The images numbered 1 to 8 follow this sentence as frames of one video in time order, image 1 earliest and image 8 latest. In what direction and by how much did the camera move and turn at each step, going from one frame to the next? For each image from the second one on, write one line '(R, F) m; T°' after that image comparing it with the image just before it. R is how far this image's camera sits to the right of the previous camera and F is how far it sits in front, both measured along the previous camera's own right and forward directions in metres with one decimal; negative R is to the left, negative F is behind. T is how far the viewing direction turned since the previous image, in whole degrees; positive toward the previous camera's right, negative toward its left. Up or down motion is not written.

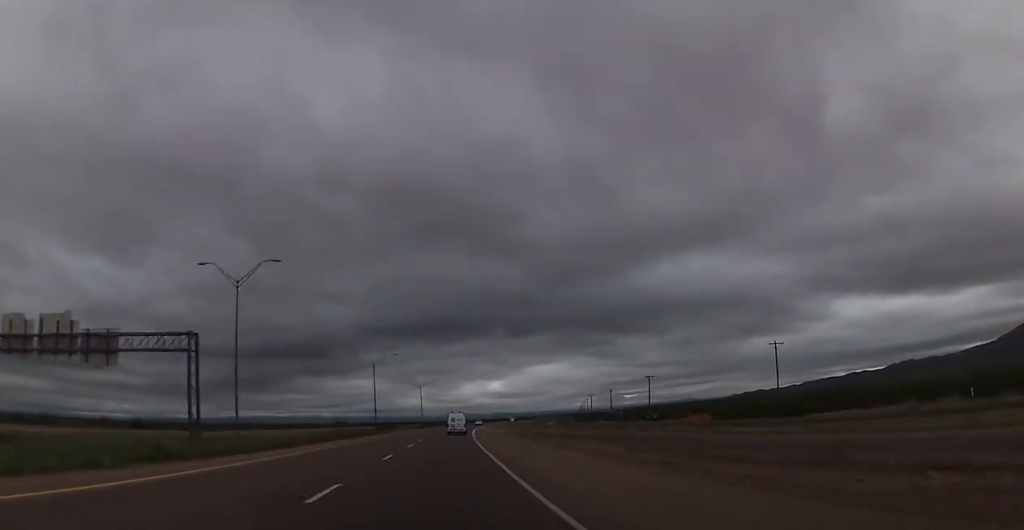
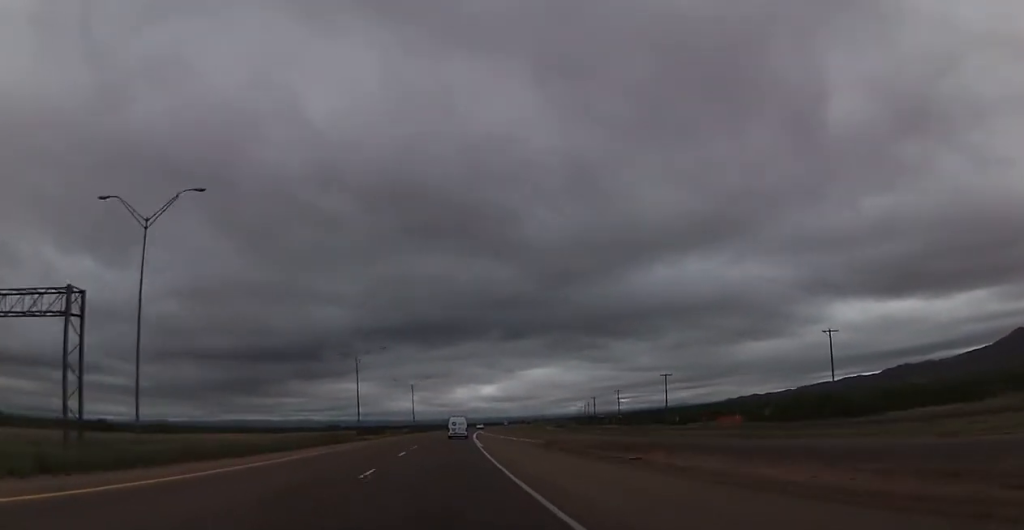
(+0.3, +18.5) m; 0°
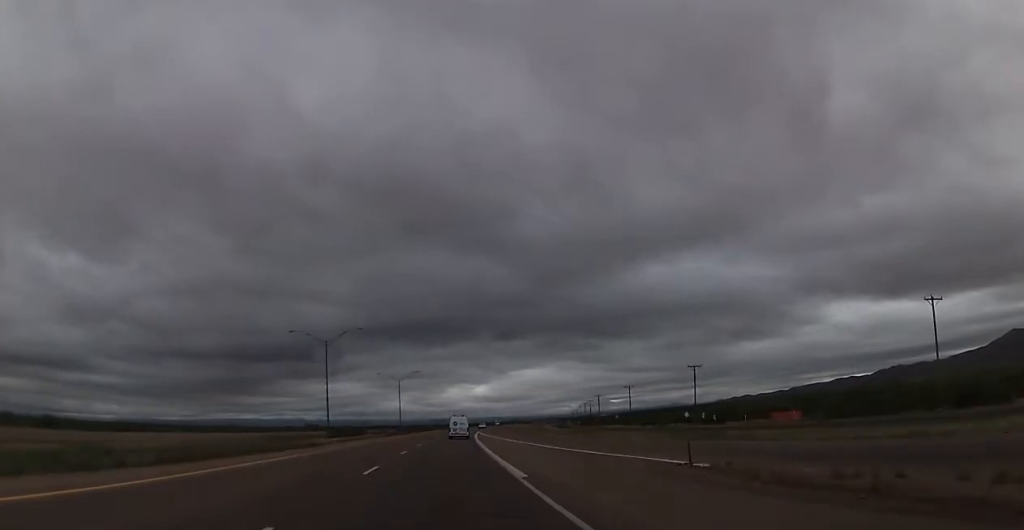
(+0.1, +24.0) m; 0°
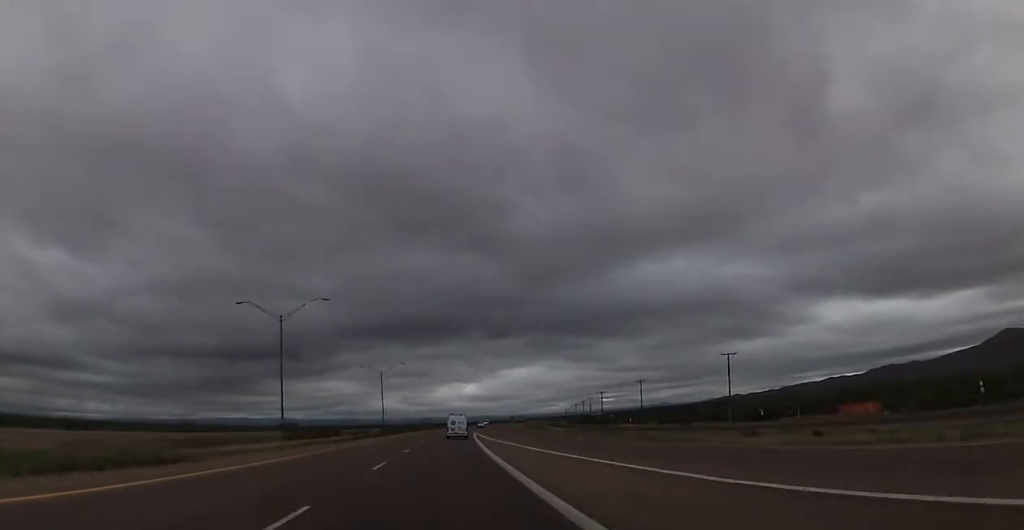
(-0.5, +22.0) m; +1°
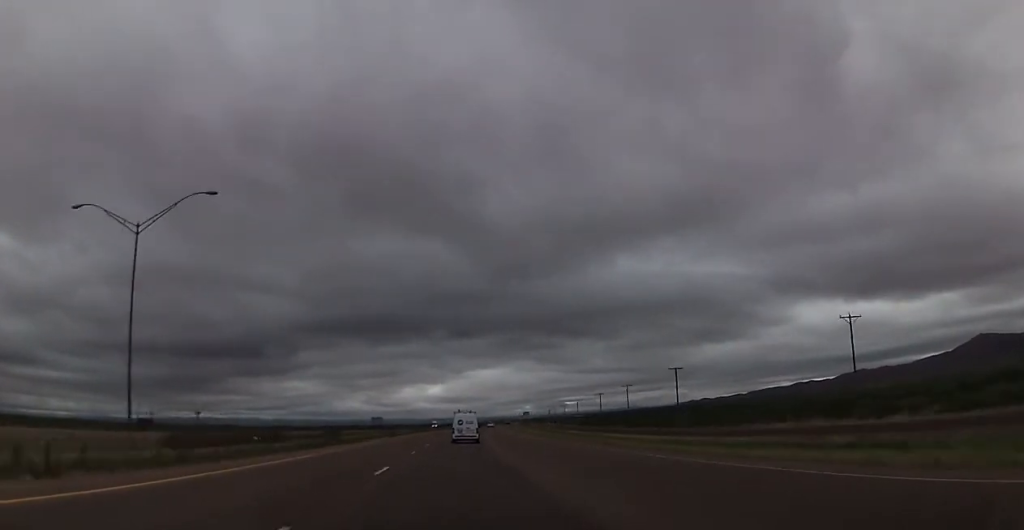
(+4.7, +111.2) m; +4°
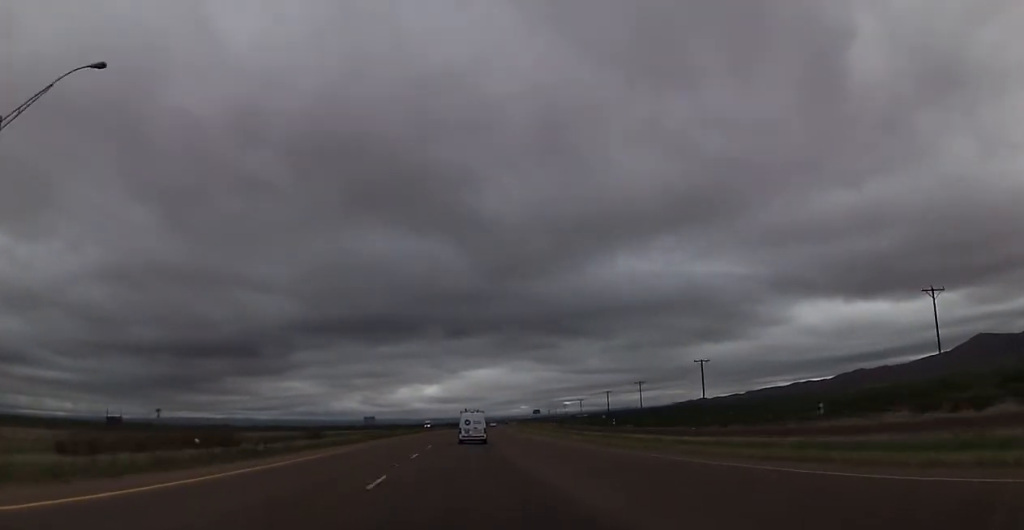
(+0.2, +15.8) m; +1°
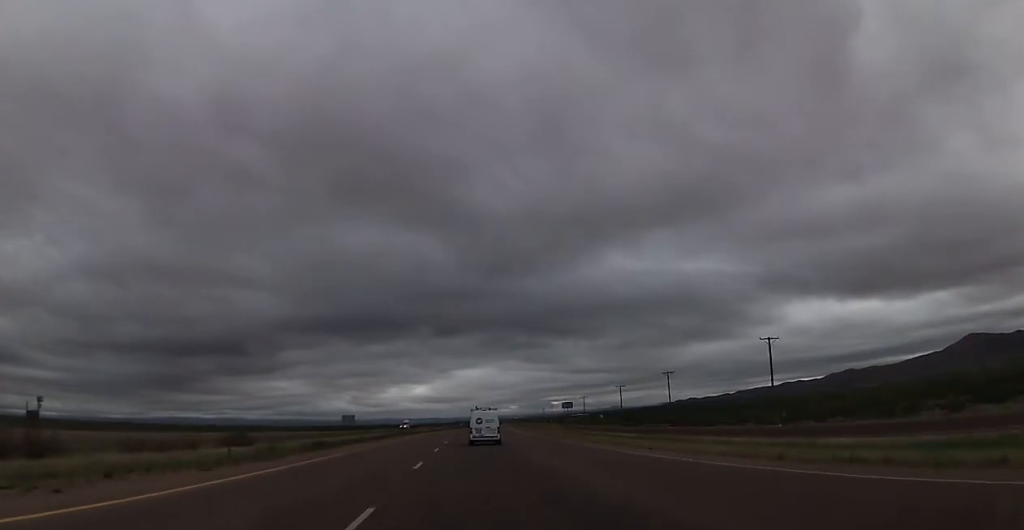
(+0.2, +30.7) m; 0°
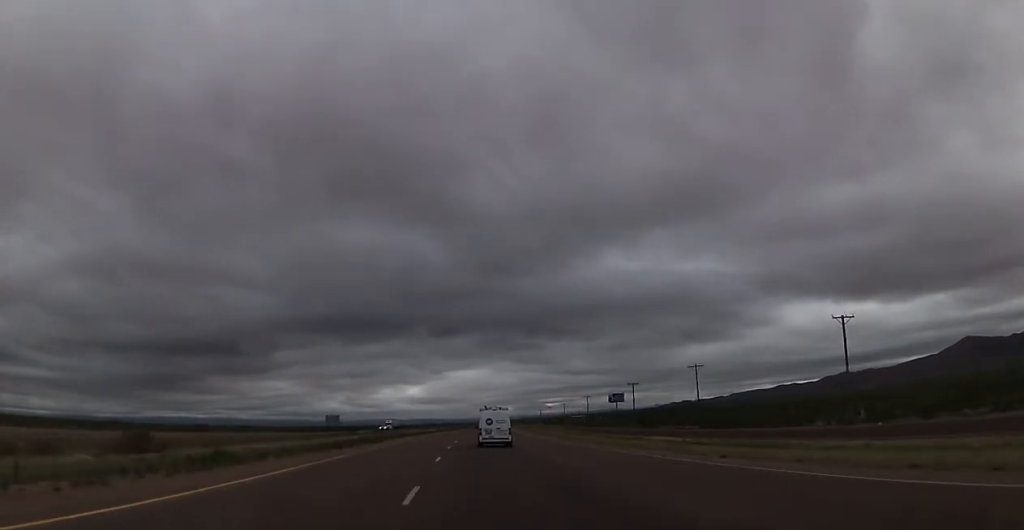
(0.0, +20.6) m; 0°
